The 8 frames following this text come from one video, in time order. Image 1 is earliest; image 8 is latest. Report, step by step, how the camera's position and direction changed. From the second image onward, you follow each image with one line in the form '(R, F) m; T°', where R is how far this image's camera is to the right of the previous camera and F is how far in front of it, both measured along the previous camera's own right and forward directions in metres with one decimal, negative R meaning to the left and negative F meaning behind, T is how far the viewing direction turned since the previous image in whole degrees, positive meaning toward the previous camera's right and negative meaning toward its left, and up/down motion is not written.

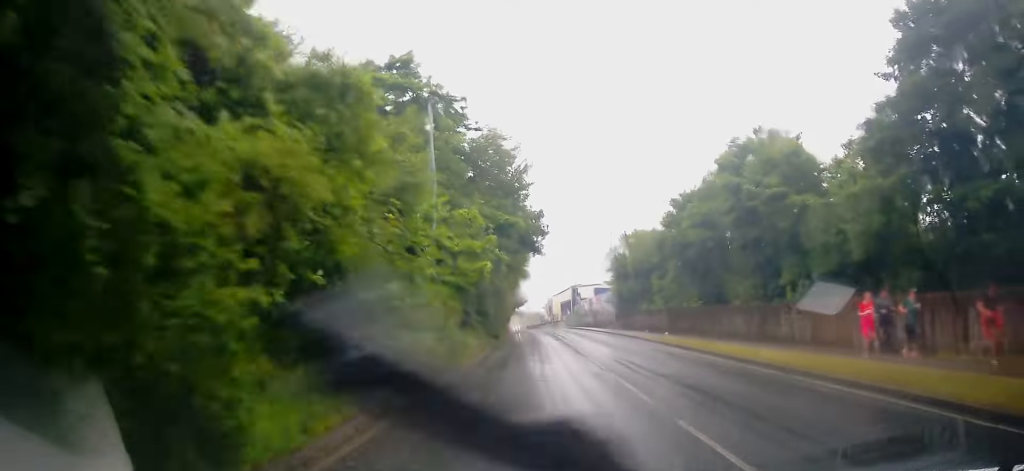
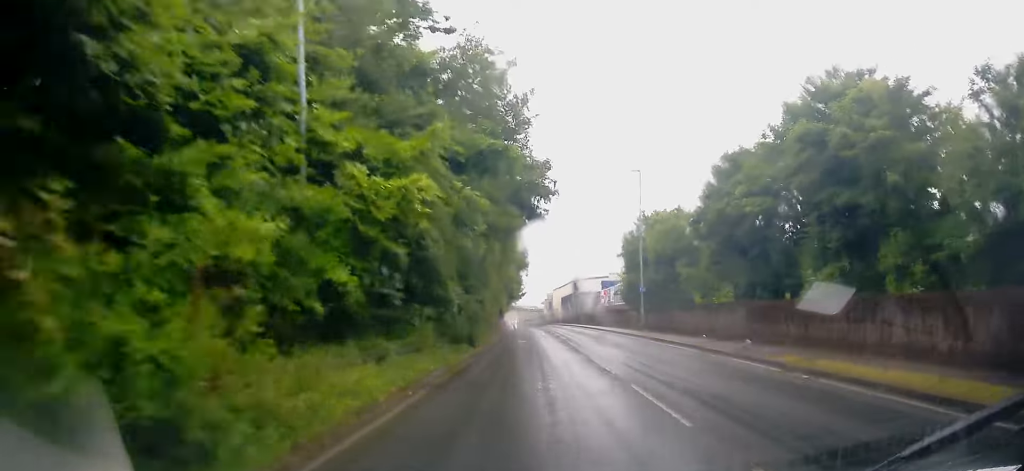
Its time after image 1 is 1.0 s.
(+0.1, +14.2) m; +1°
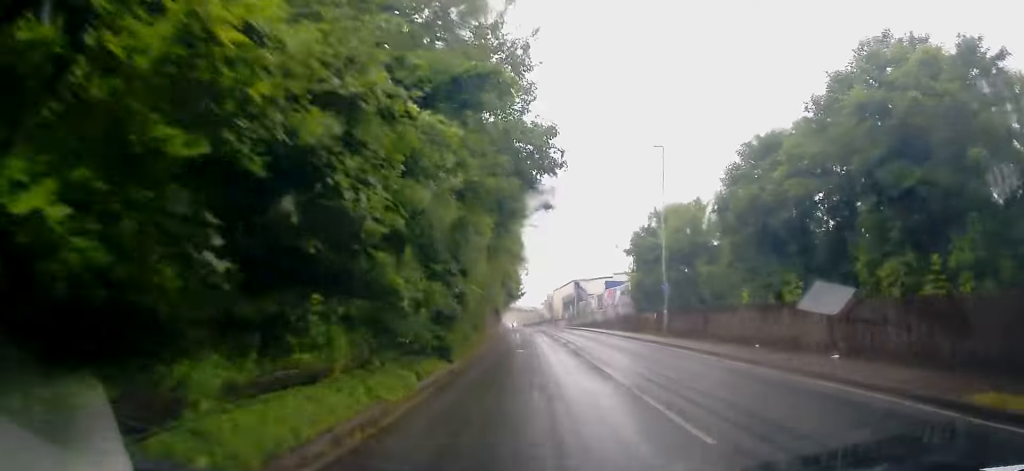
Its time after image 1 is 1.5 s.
(0.0, +6.6) m; 0°
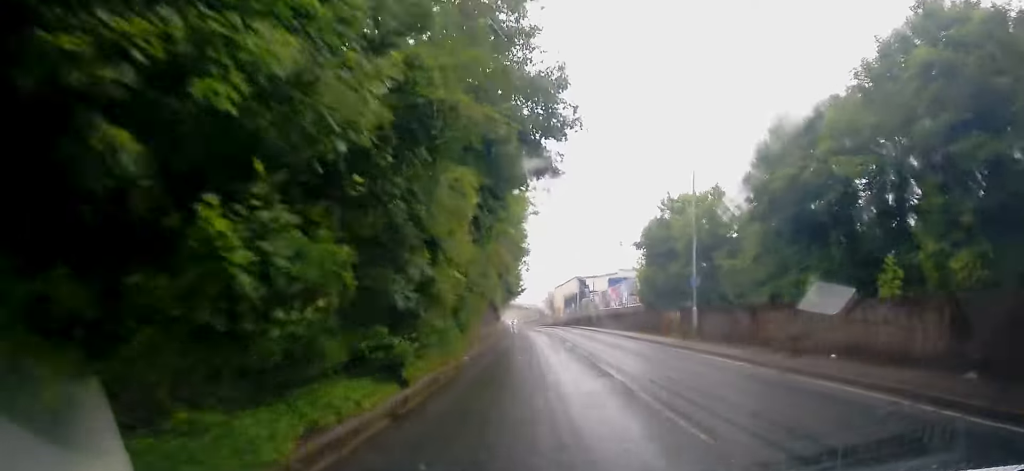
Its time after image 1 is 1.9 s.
(+0.1, +5.7) m; -1°
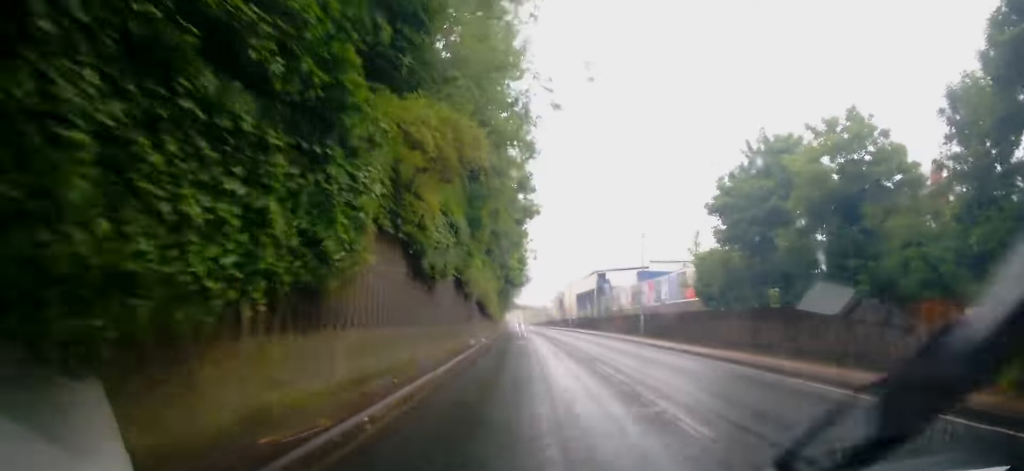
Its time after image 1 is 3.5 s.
(-0.8, +23.0) m; -4°
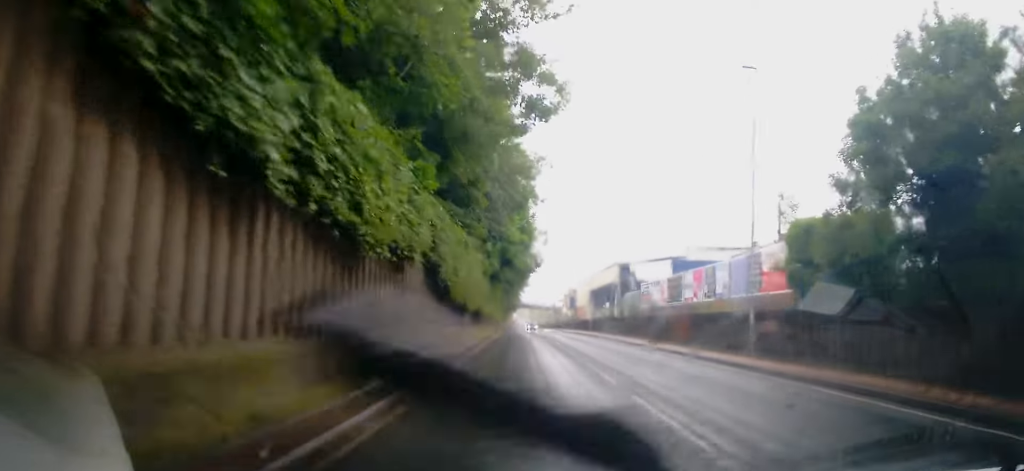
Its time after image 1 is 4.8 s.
(-0.4, +18.4) m; -1°
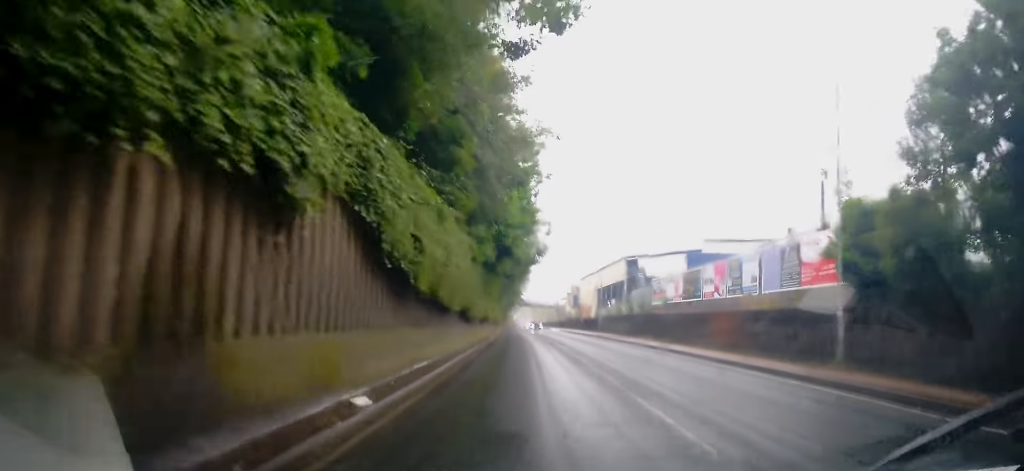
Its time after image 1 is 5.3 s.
(-0.2, +6.0) m; 0°
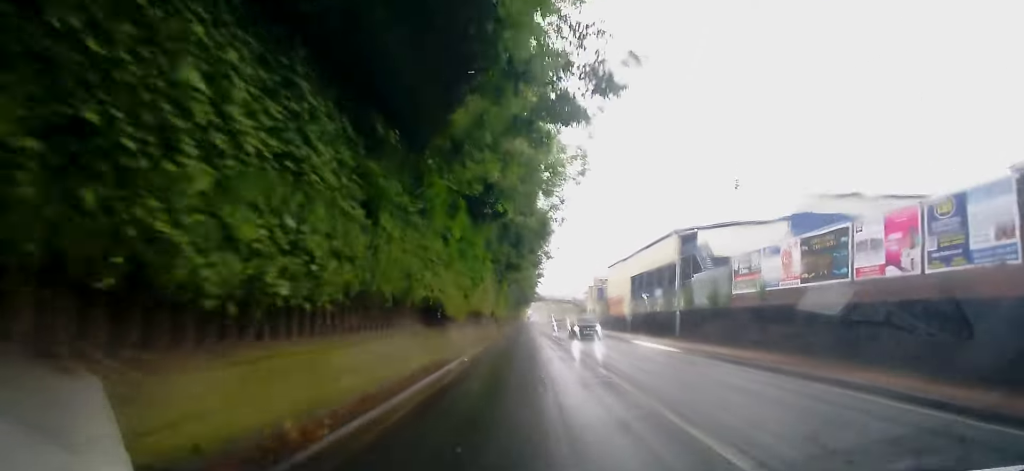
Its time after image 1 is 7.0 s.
(0.0, +24.3) m; -3°
